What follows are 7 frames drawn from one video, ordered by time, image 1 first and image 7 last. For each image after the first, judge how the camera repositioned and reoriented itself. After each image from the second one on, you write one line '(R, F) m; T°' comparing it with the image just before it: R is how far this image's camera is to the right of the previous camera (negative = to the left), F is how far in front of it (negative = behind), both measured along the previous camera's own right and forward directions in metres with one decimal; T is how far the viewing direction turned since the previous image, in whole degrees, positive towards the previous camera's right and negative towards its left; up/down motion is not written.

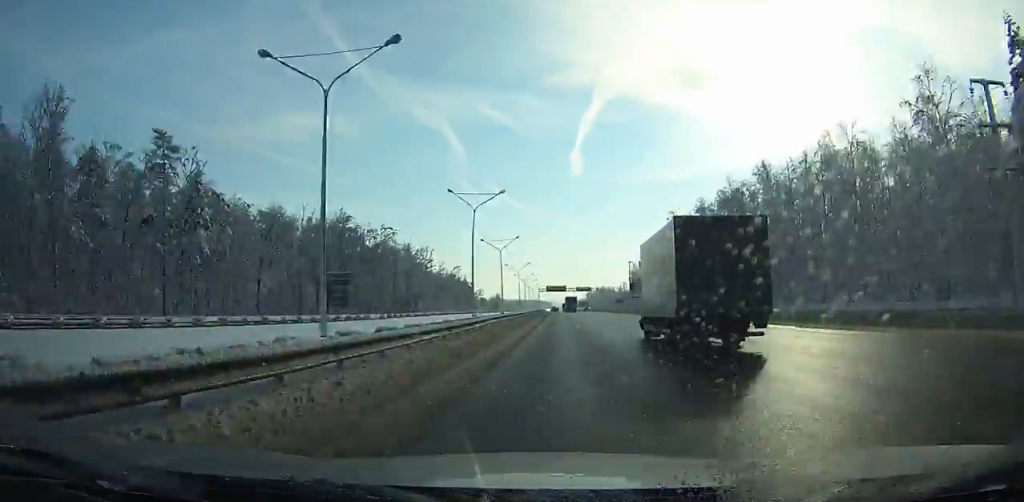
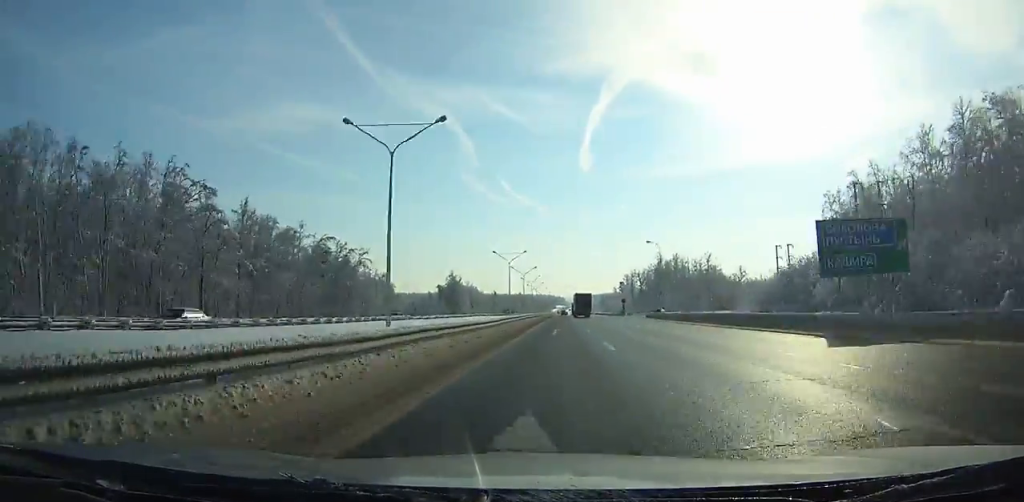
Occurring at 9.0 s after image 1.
(-2.9, +265.2) m; -1°
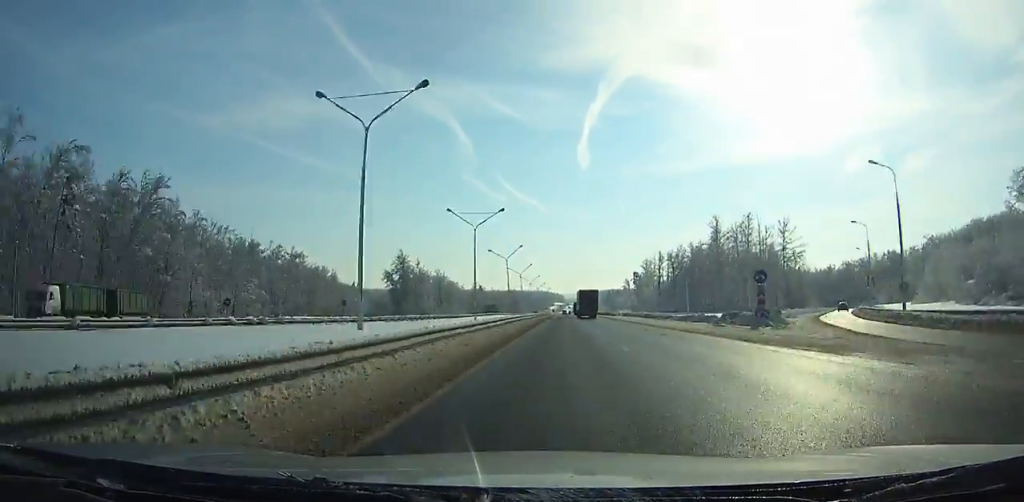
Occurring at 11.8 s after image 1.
(+0.4, +81.6) m; 0°
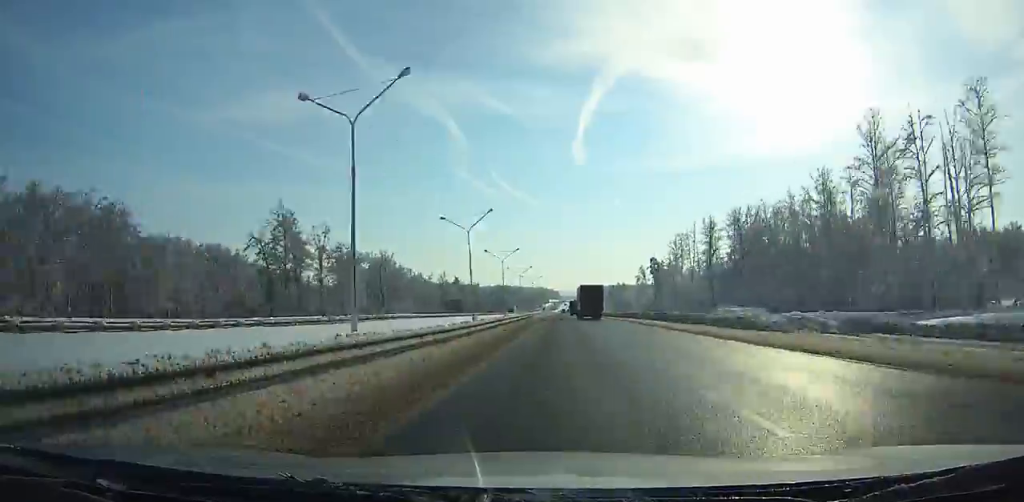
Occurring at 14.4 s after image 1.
(+0.2, +76.3) m; 0°
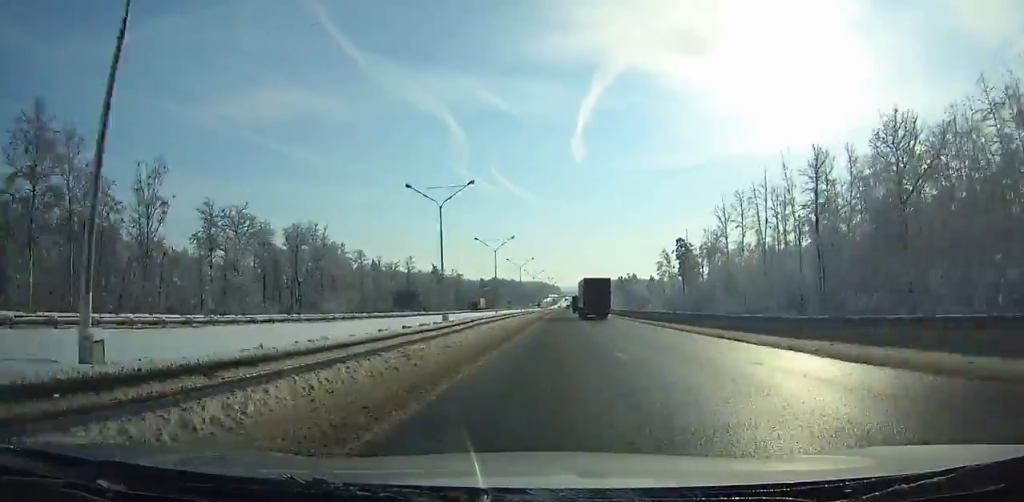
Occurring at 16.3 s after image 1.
(-0.2, +56.2) m; 0°
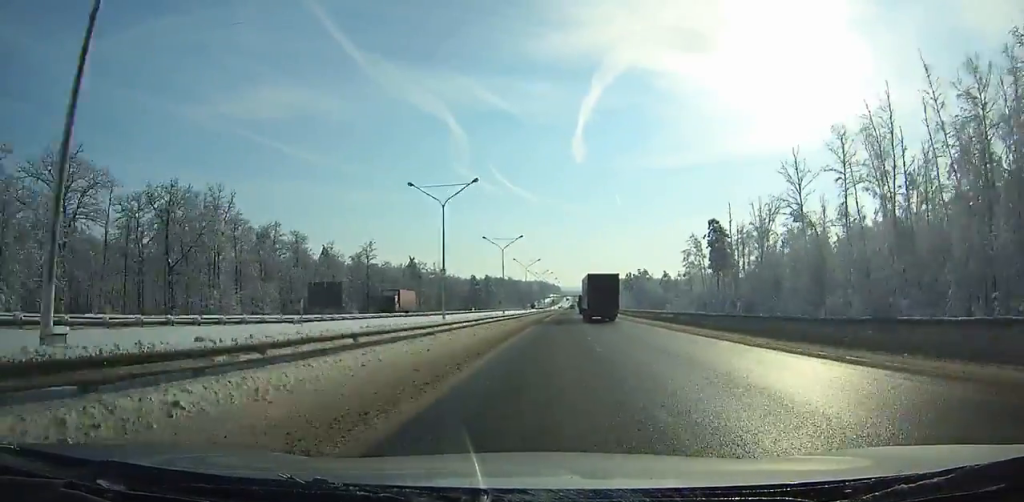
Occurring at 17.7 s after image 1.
(-0.3, +41.5) m; 0°
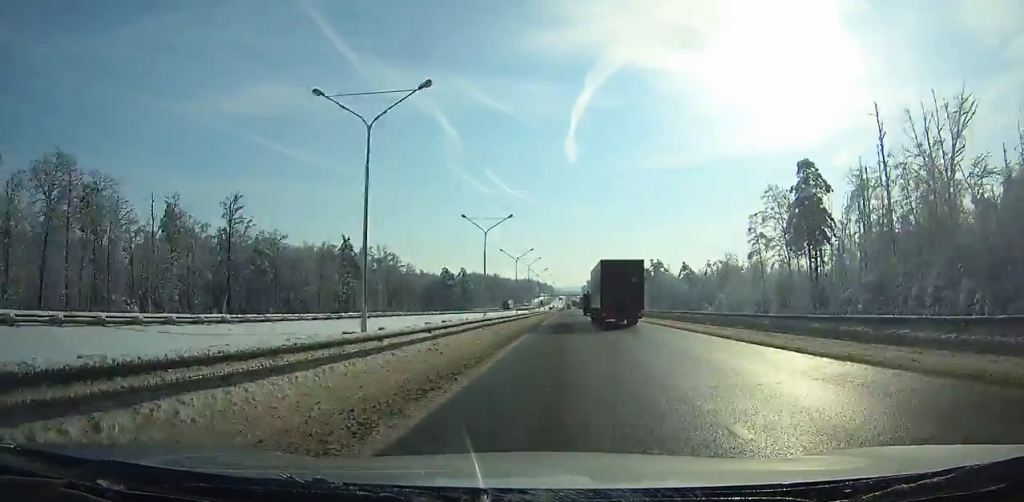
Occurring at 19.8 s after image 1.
(+0.6, +62.8) m; +1°
